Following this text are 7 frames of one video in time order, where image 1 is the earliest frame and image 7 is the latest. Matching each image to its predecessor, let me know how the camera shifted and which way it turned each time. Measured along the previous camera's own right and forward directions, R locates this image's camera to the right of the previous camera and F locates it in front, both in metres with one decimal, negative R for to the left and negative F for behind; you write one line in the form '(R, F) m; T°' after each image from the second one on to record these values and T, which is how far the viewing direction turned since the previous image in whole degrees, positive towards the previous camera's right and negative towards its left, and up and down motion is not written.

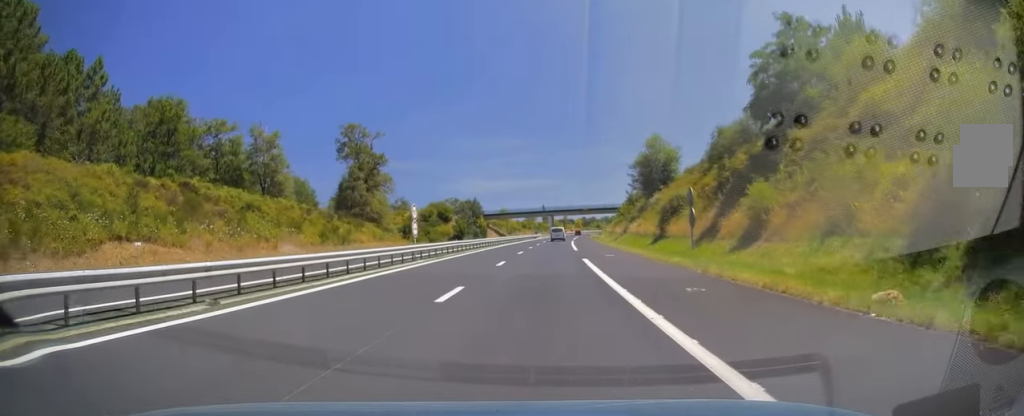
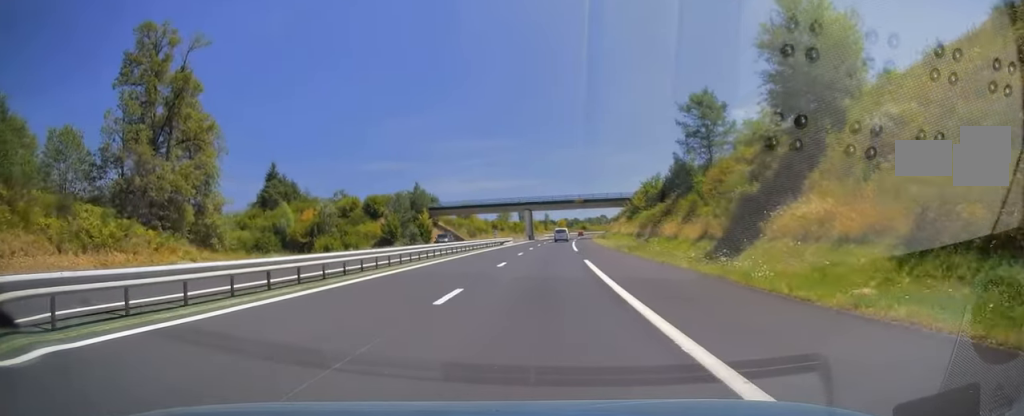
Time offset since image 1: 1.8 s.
(+0.6, +51.9) m; +2°
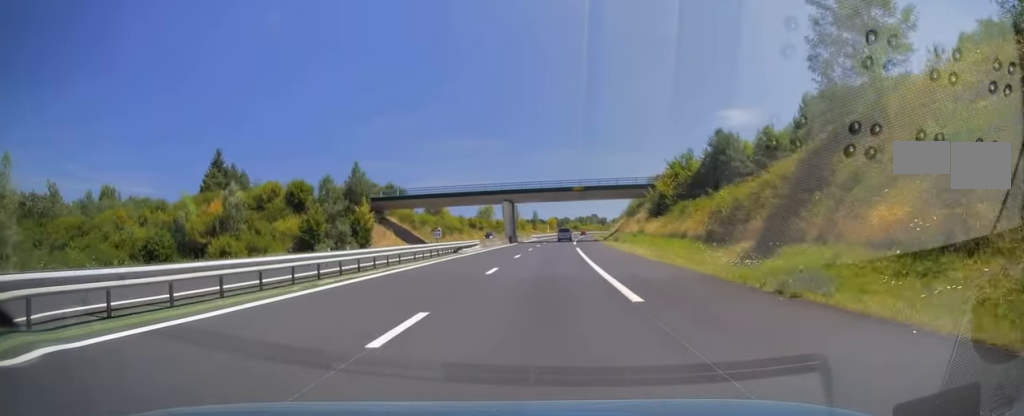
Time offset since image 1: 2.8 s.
(+0.5, +30.3) m; +1°
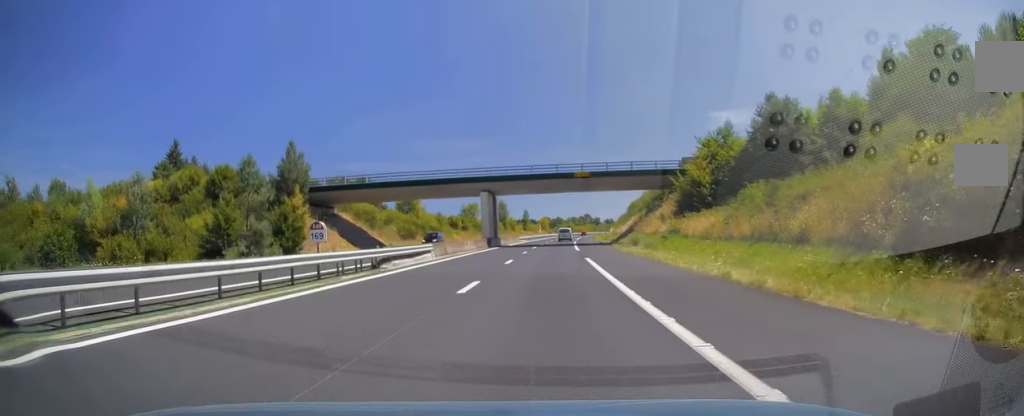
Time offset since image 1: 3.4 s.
(-0.3, +19.1) m; +1°
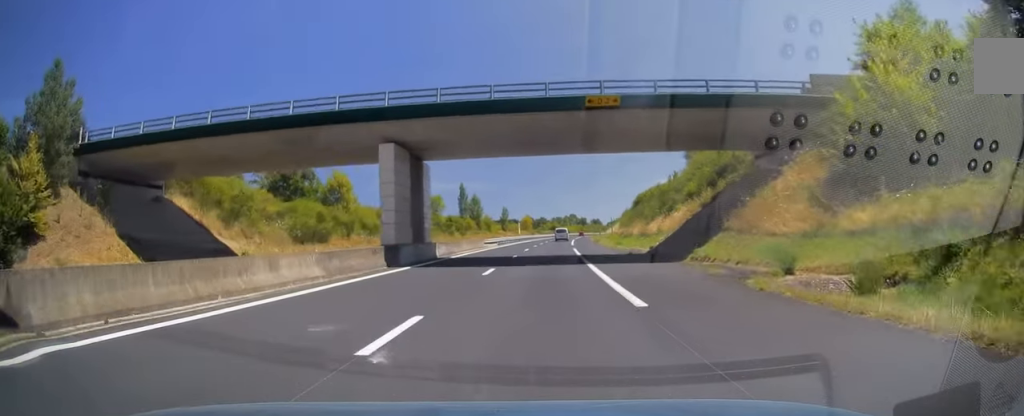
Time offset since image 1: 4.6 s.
(+0.9, +32.8) m; +2°
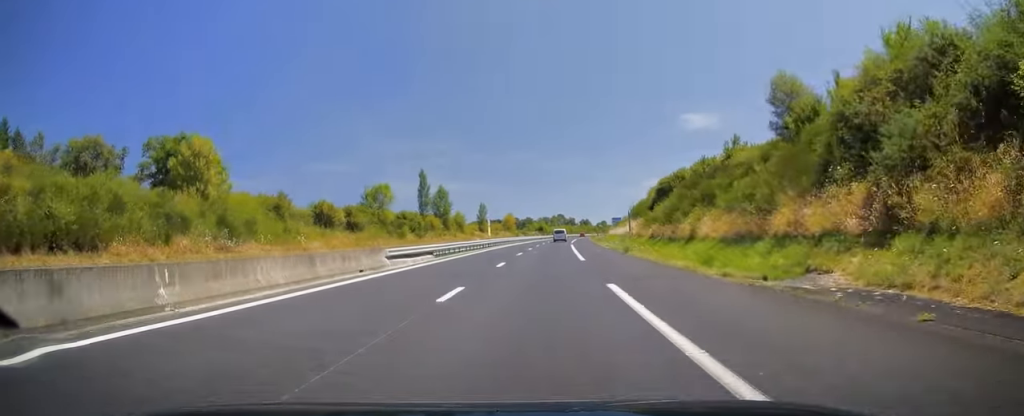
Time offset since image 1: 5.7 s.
(+0.2, +33.5) m; +1°
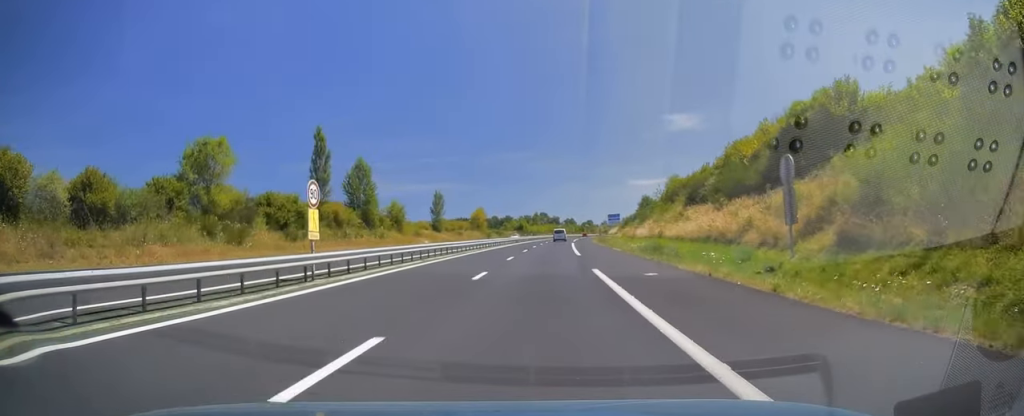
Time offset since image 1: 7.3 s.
(+1.1, +46.1) m; +2°
